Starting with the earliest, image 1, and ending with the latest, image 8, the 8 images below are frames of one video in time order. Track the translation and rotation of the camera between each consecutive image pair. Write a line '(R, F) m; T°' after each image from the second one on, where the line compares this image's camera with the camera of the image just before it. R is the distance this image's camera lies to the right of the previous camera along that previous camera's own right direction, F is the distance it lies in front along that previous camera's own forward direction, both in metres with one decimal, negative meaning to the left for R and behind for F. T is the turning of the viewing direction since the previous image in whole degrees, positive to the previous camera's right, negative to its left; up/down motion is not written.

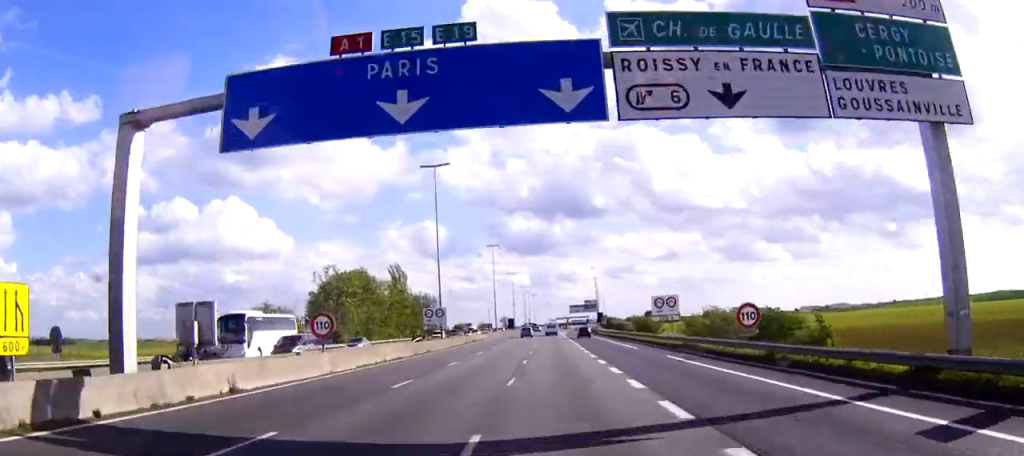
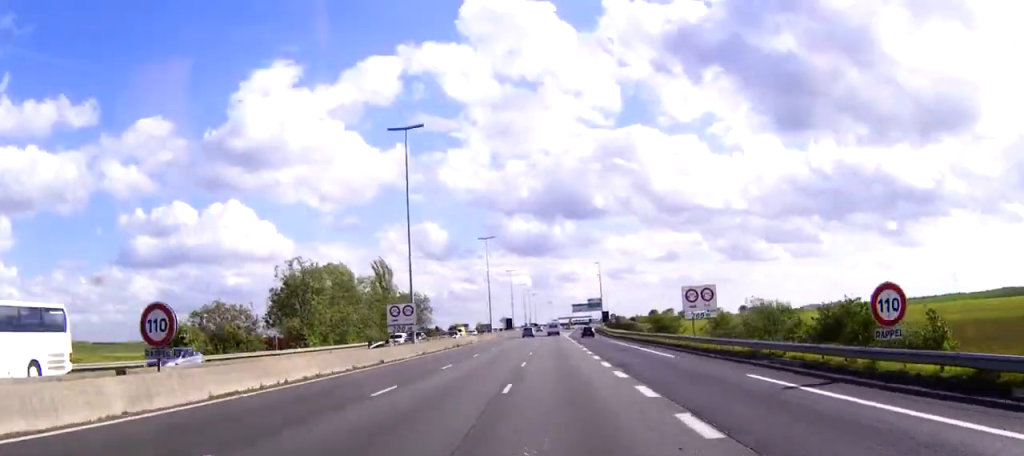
(+0.1, +15.6) m; 0°
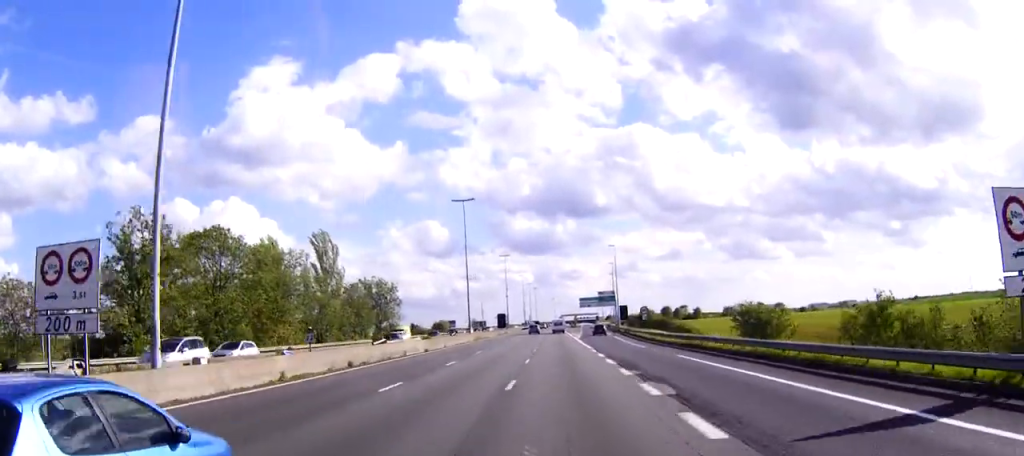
(0.0, +39.4) m; 0°
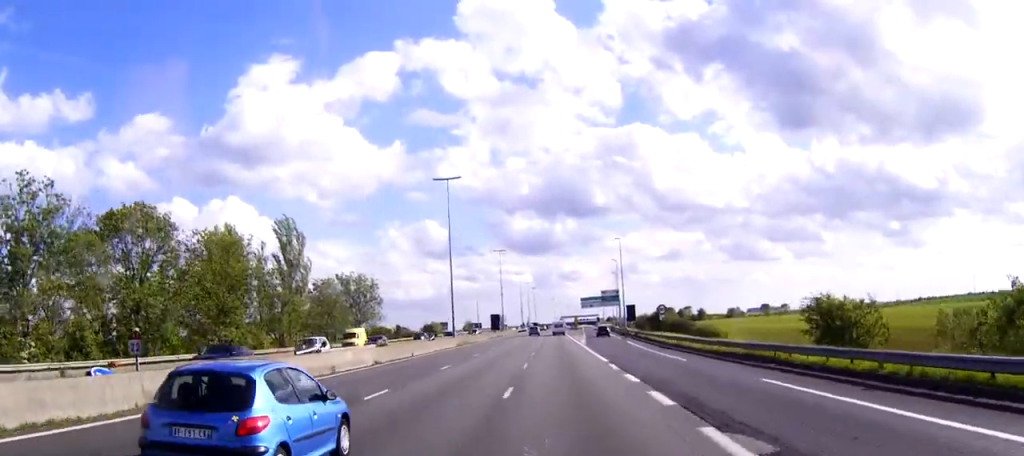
(0.0, +14.7) m; 0°
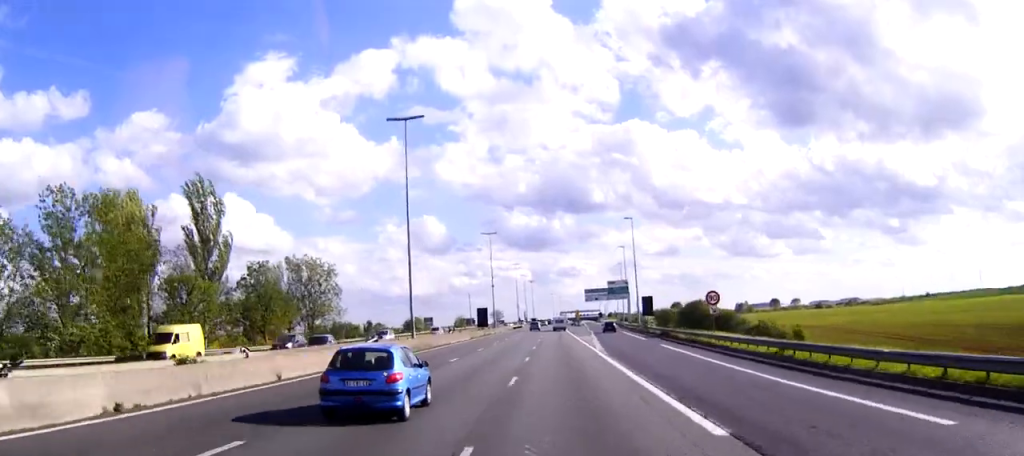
(-0.1, +23.8) m; 0°
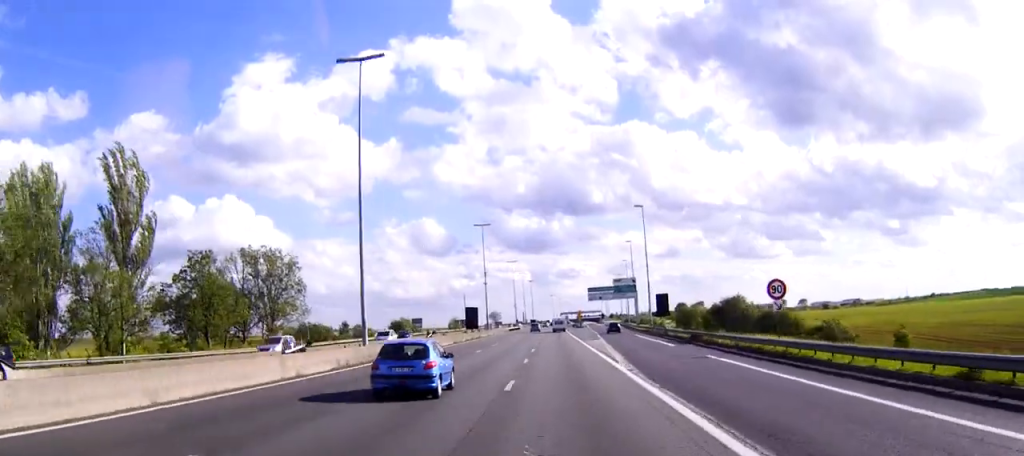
(0.0, +14.7) m; 0°
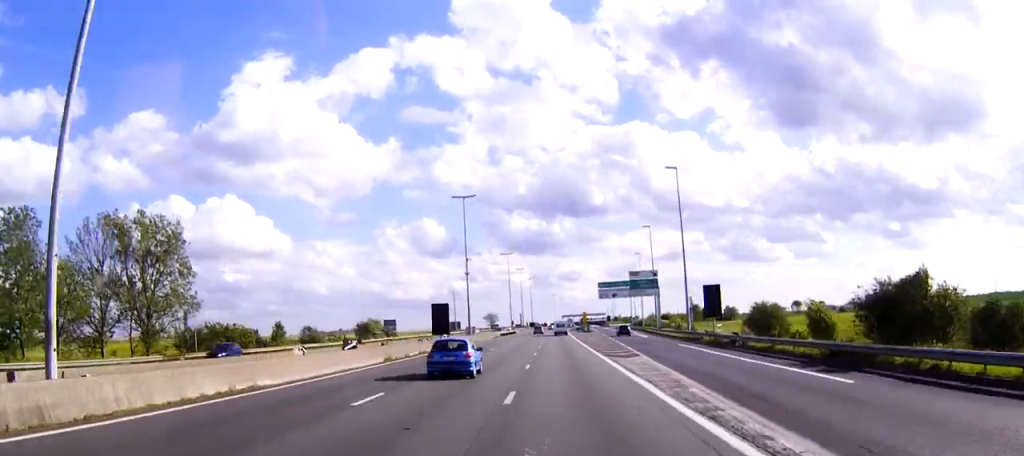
(0.0, +28.6) m; 0°
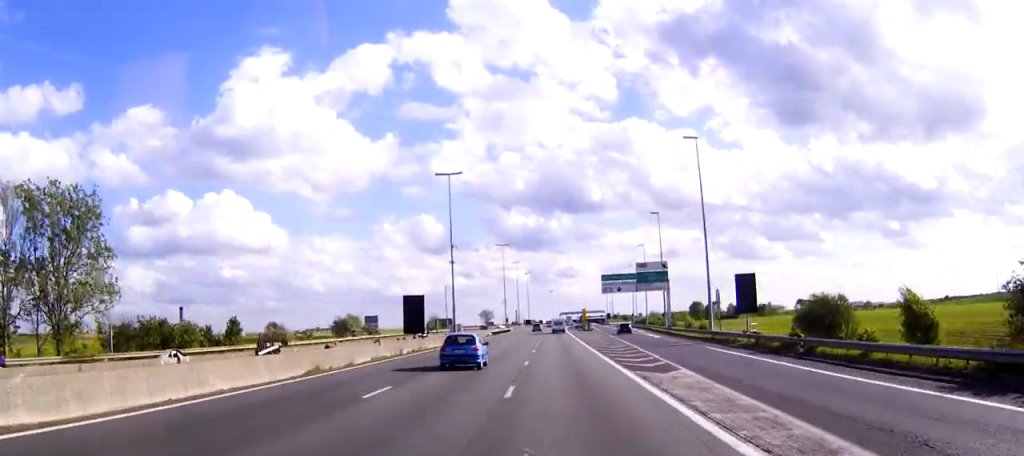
(0.0, +12.2) m; 0°
